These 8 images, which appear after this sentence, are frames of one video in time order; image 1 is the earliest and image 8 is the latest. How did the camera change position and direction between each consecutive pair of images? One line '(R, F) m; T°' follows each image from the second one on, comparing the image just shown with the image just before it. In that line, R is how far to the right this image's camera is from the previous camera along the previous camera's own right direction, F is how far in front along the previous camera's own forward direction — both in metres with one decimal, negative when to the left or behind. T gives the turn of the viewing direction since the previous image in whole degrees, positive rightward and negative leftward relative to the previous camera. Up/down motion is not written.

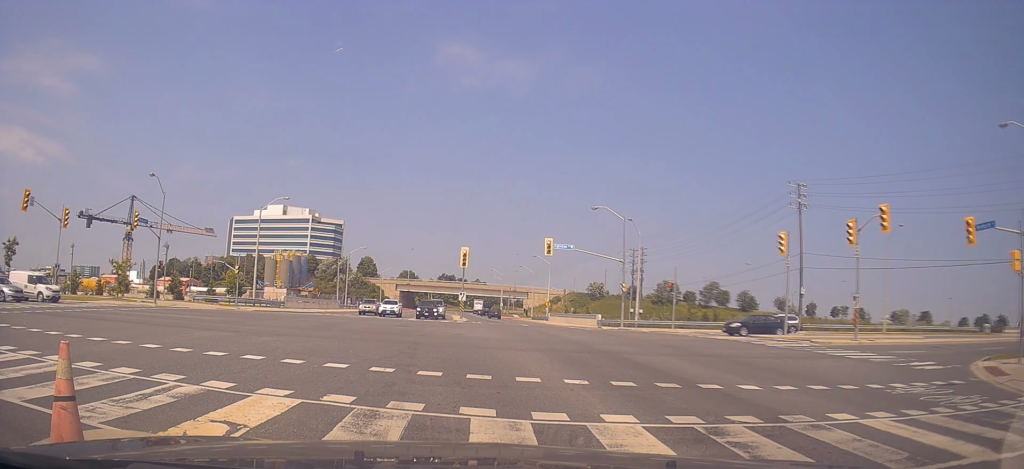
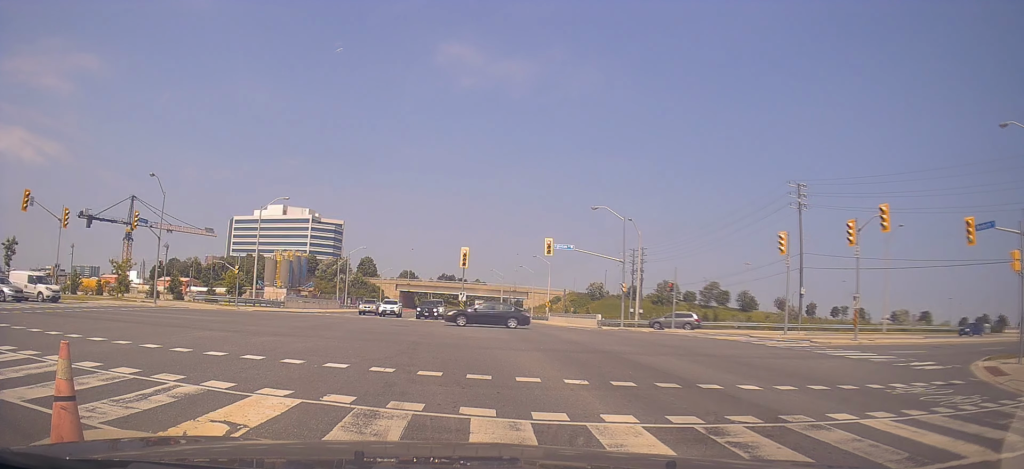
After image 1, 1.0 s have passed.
(0.0, 0.0) m; 0°
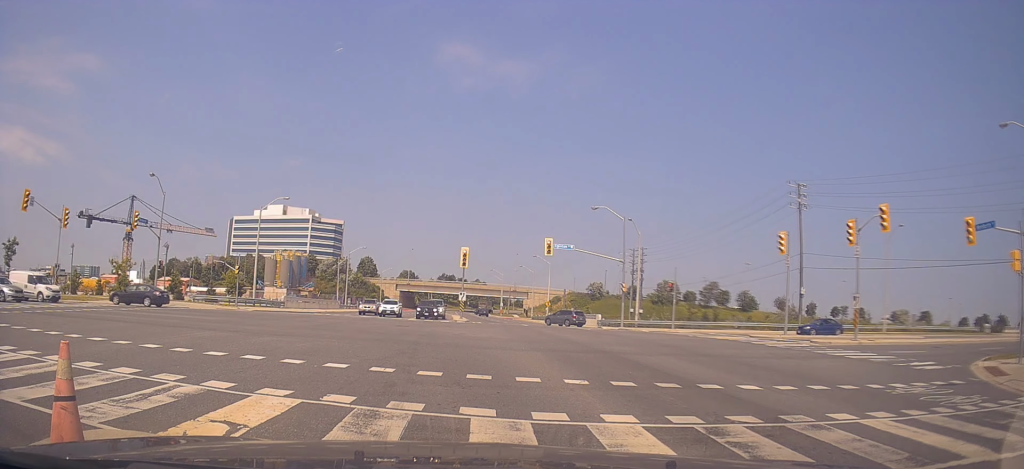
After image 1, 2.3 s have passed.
(0.0, 0.0) m; 0°
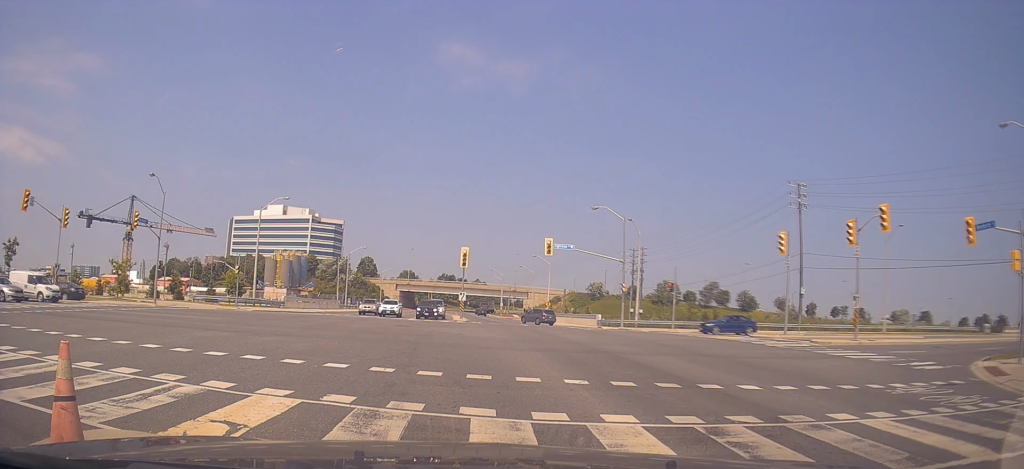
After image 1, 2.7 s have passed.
(0.0, 0.0) m; 0°
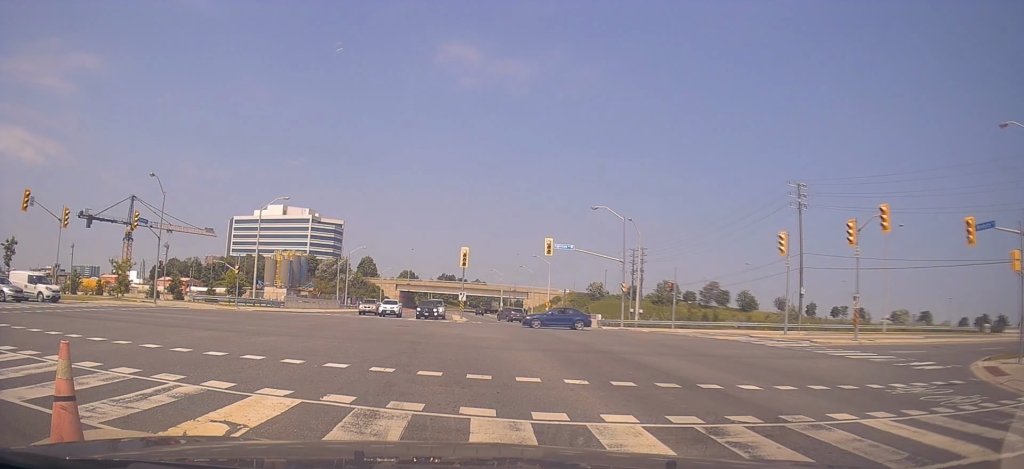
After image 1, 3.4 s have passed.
(0.0, 0.0) m; 0°
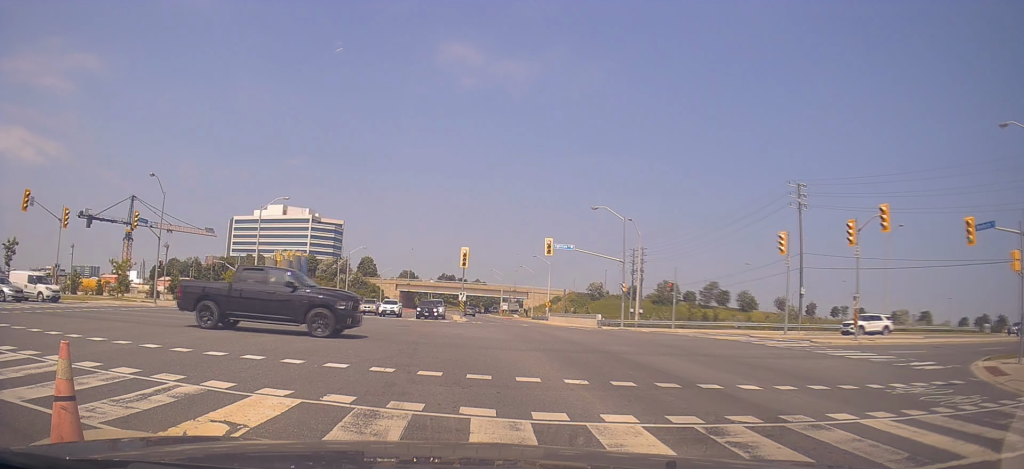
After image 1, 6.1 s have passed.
(0.0, 0.0) m; 0°
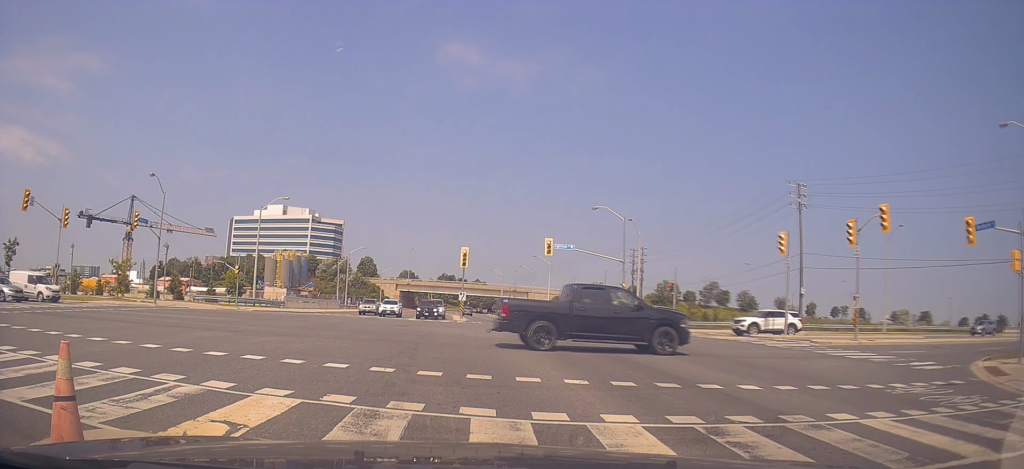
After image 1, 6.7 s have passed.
(0.0, 0.0) m; 0°
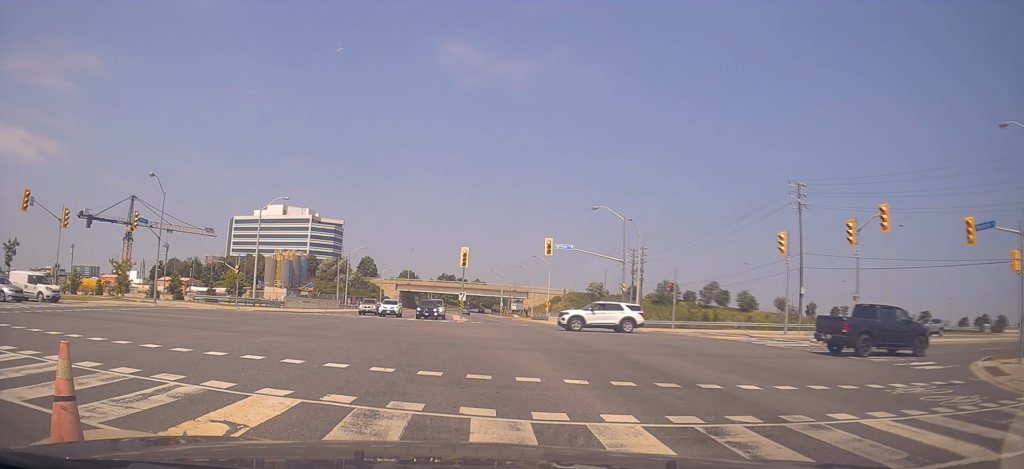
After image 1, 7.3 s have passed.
(0.0, 0.0) m; 0°
